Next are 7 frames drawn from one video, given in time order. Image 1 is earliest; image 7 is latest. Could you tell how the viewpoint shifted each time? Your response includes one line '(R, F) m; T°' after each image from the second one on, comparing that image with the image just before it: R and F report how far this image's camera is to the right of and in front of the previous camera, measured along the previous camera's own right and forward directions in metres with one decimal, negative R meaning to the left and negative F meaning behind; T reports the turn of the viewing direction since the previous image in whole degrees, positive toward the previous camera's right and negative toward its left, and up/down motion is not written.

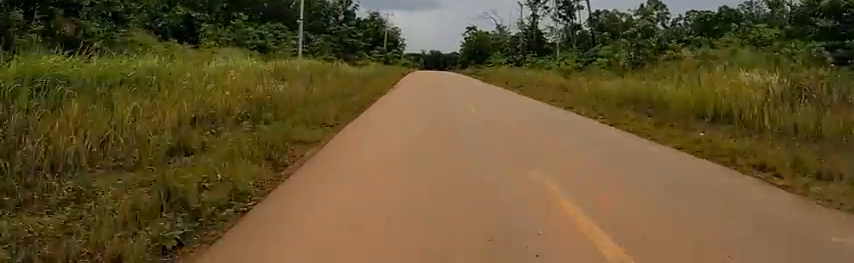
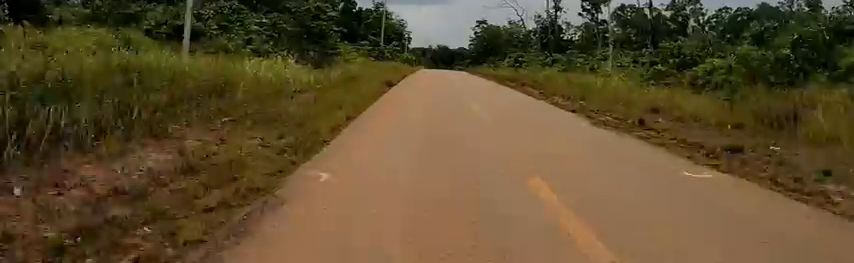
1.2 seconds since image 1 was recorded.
(-0.3, +16.3) m; +2°
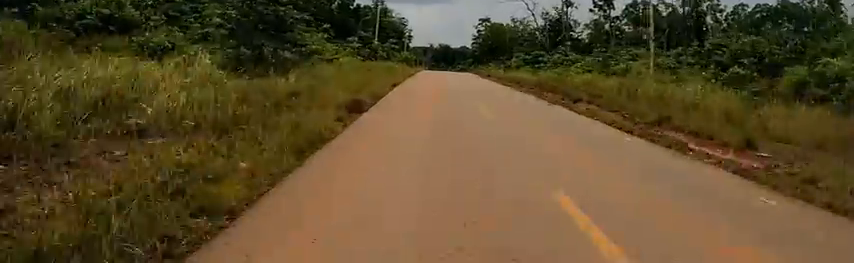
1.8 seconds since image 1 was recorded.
(+0.4, +8.1) m; +3°
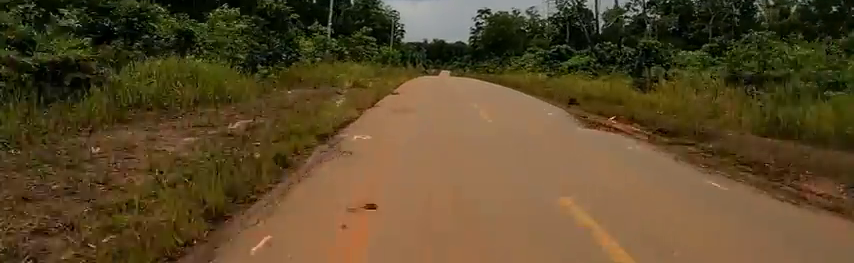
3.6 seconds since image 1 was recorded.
(+0.1, +23.9) m; 0°
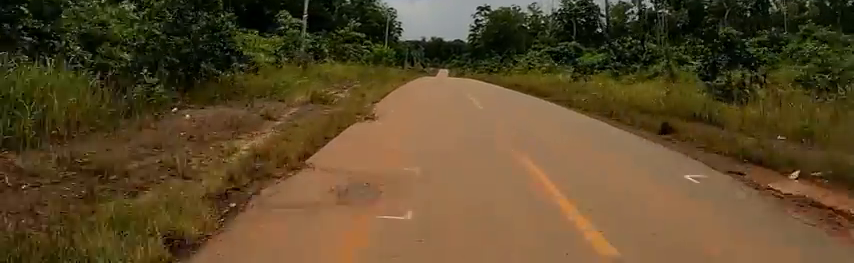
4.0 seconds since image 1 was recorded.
(0.0, +6.4) m; 0°
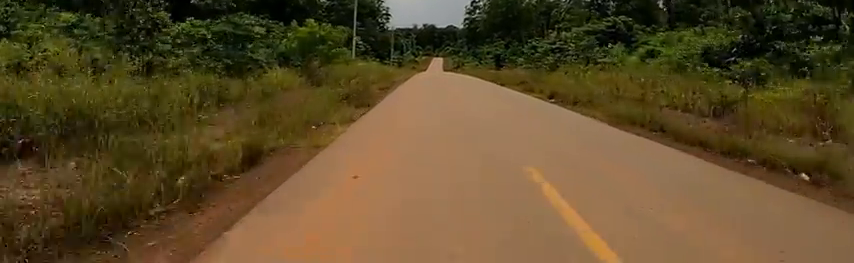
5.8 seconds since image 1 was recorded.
(0.0, +24.8) m; 0°
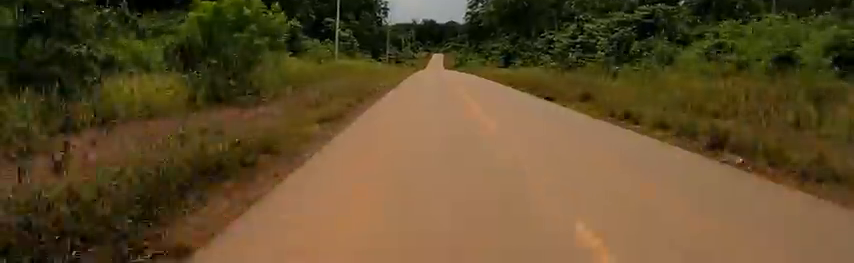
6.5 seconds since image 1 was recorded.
(0.0, +9.9) m; 0°
